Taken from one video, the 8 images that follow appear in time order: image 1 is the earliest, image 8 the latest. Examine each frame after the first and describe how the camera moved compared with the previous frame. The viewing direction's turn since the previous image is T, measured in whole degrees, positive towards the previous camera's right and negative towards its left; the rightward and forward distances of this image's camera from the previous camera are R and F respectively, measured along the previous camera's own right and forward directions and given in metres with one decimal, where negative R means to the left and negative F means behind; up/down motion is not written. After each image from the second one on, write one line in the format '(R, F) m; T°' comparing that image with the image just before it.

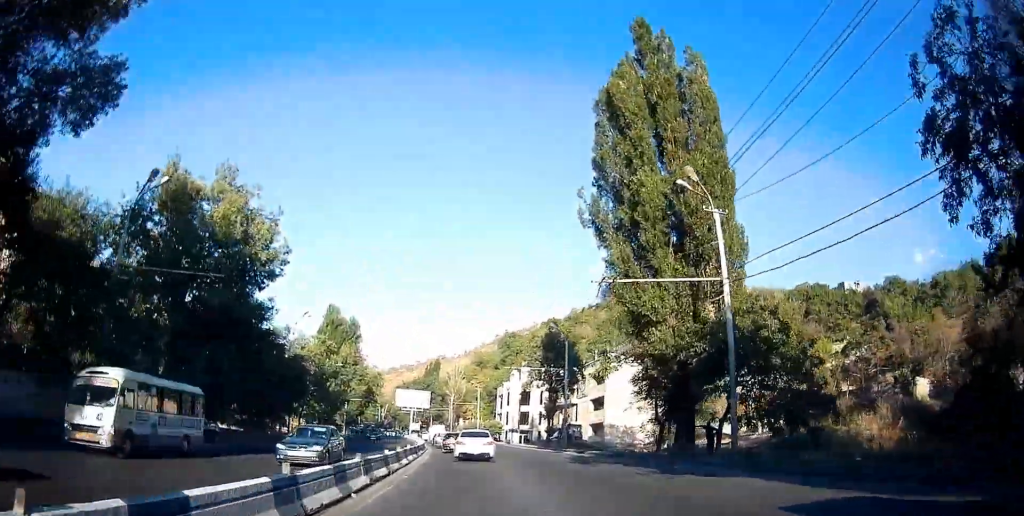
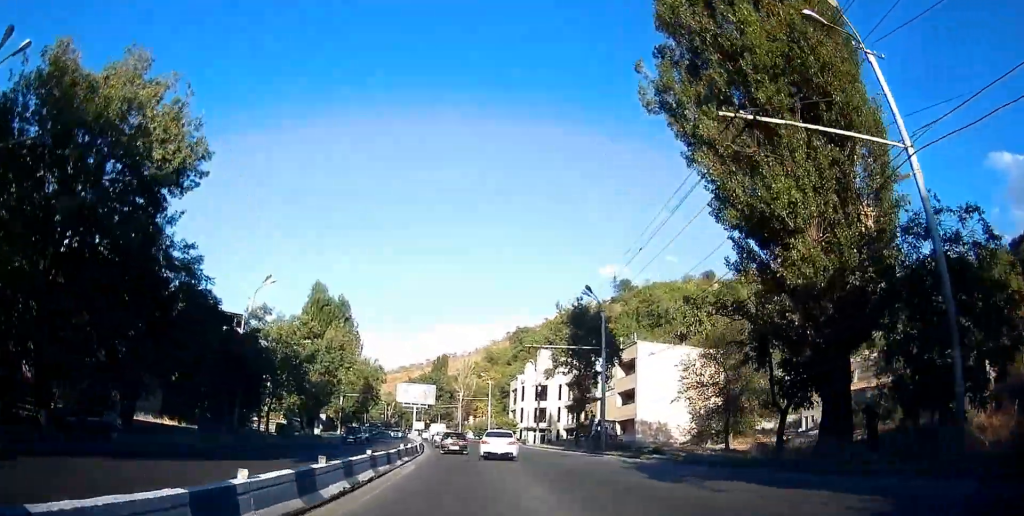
(-0.7, +11.4) m; -1°
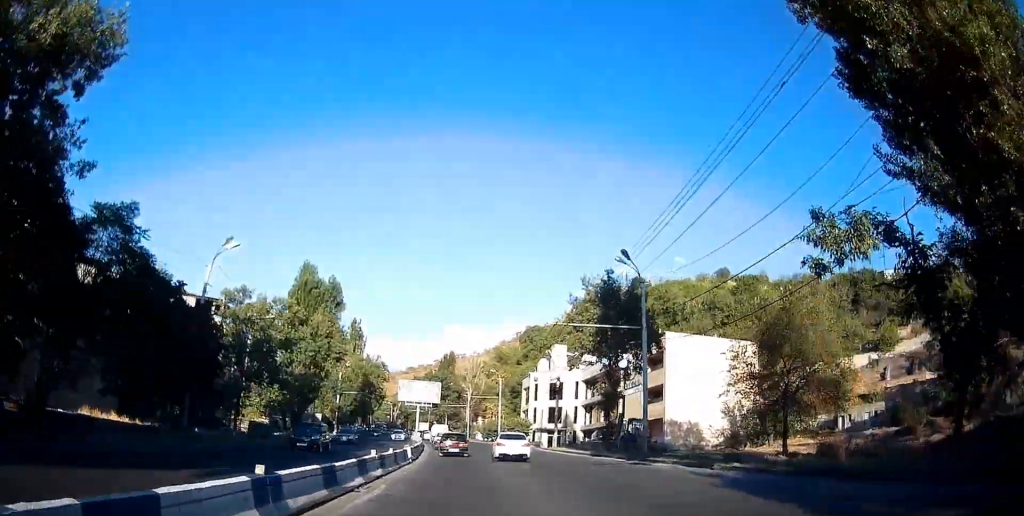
(0.0, +7.9) m; 0°
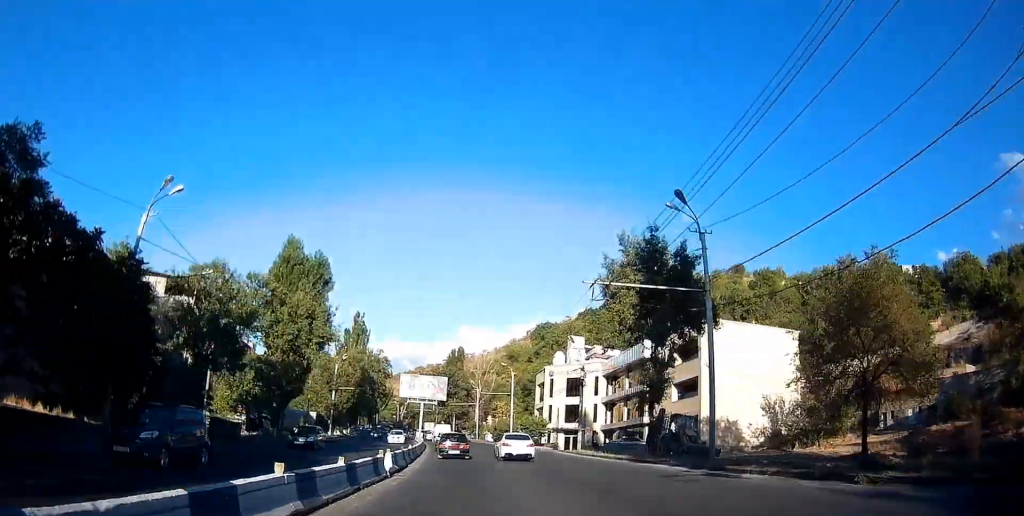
(+0.2, +8.0) m; +1°
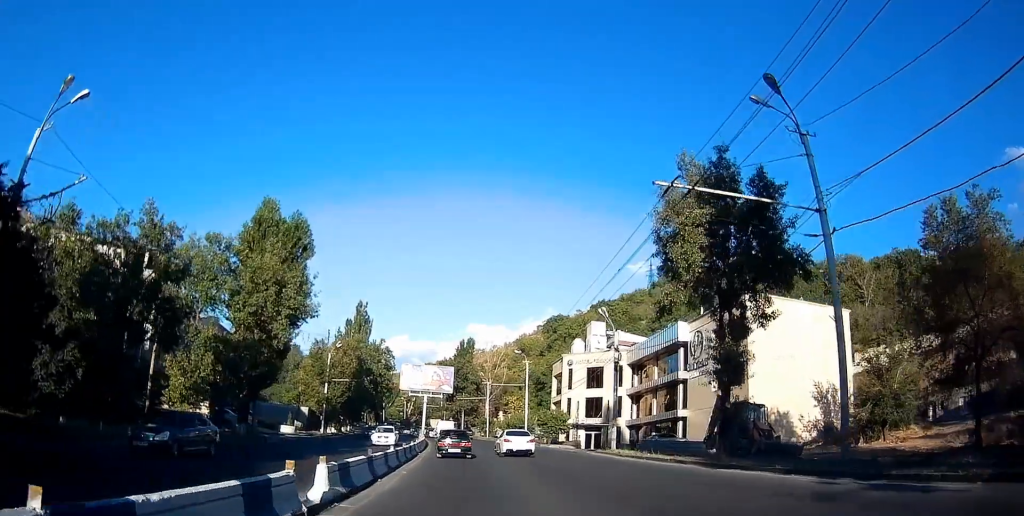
(+0.1, +8.4) m; -1°
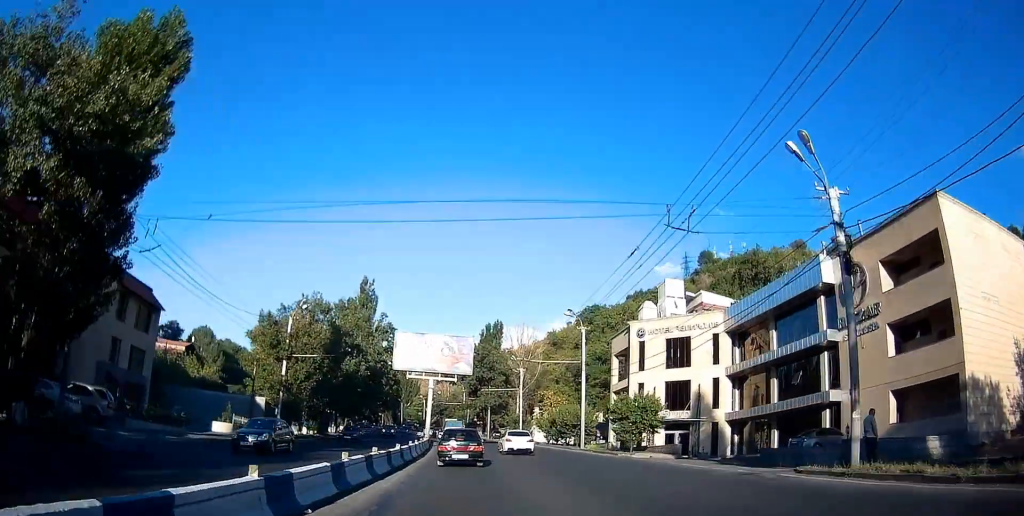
(-1.4, +22.8) m; -5°
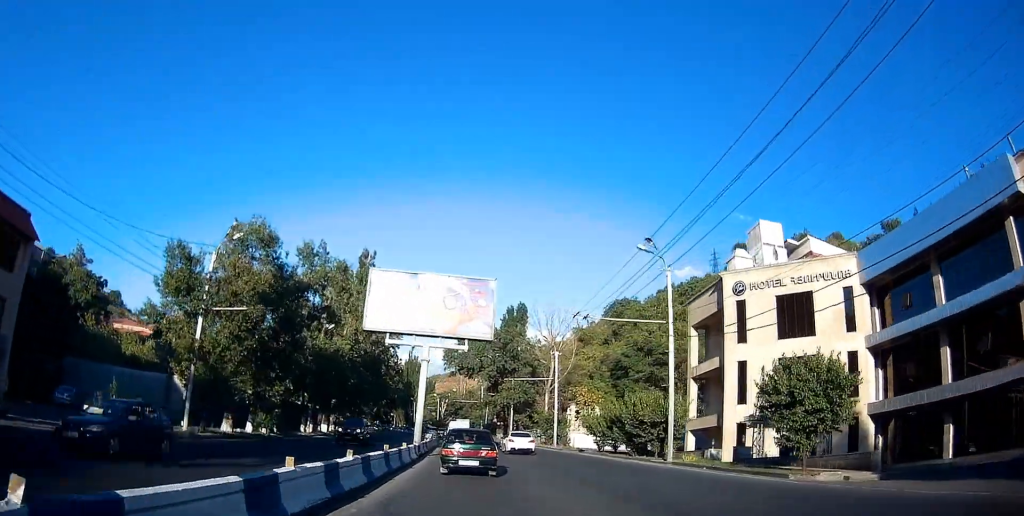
(+0.4, +18.2) m; 0°
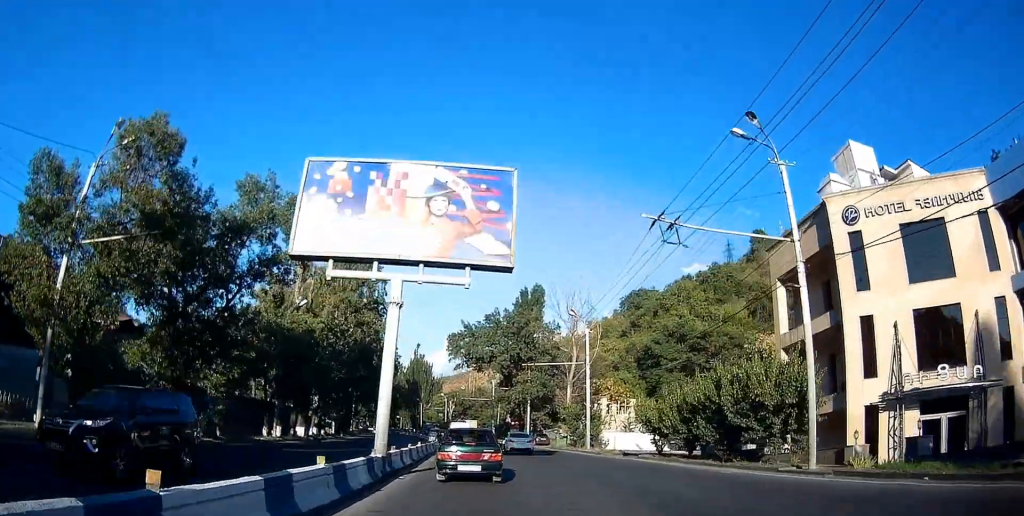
(-0.4, +12.8) m; -2°
